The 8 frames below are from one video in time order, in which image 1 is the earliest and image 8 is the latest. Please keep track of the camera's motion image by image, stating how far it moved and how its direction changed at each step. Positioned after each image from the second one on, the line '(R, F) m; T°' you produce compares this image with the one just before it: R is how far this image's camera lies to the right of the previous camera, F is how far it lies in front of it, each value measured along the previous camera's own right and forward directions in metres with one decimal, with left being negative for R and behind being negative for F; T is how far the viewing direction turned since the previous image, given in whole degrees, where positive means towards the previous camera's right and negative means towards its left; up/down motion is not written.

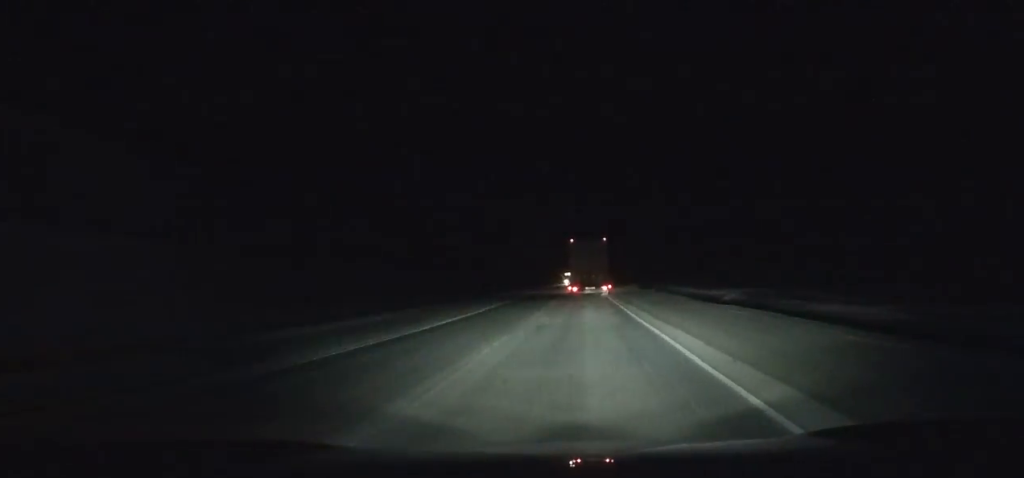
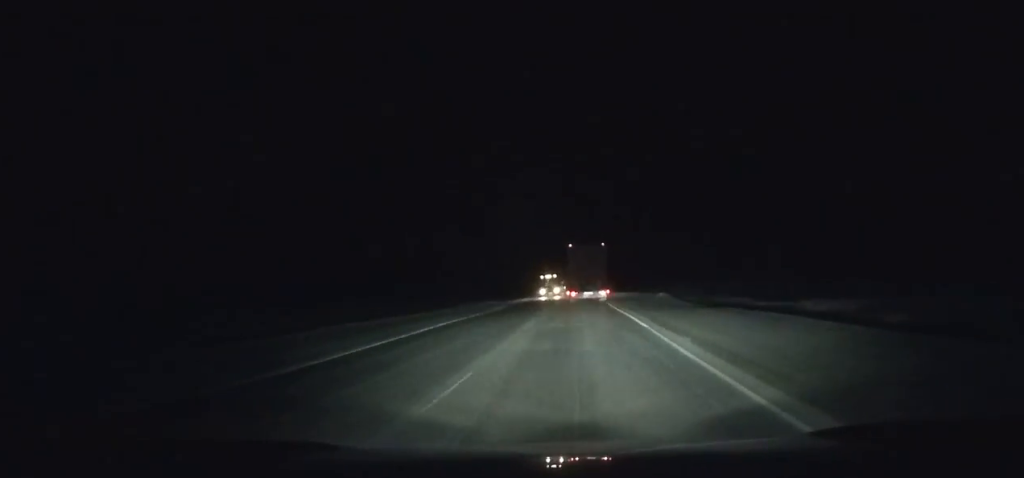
(-0.1, +40.2) m; 0°
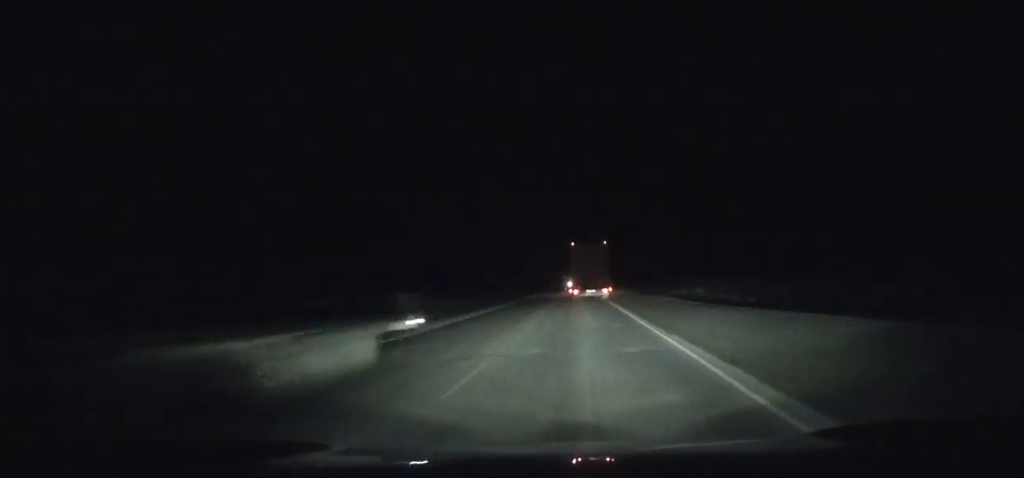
(0.0, +58.6) m; 0°
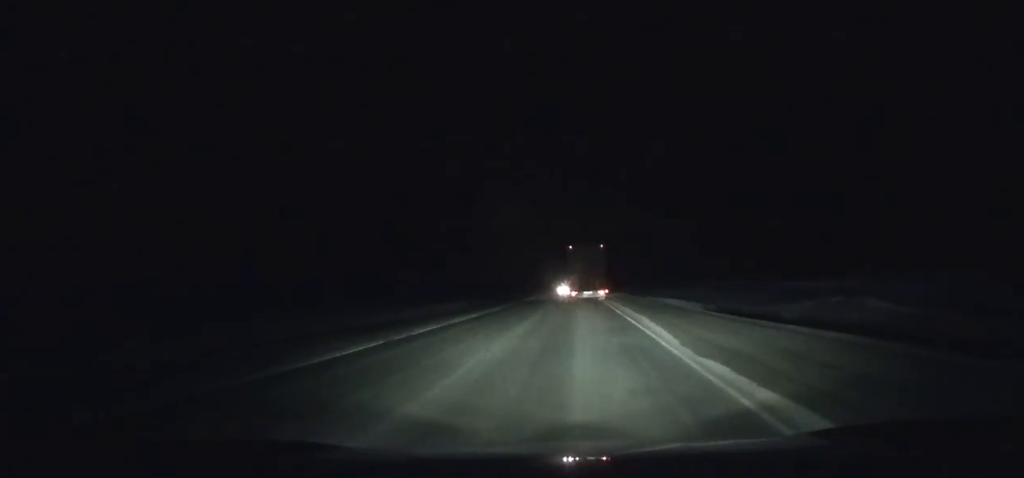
(+0.4, +61.7) m; +1°
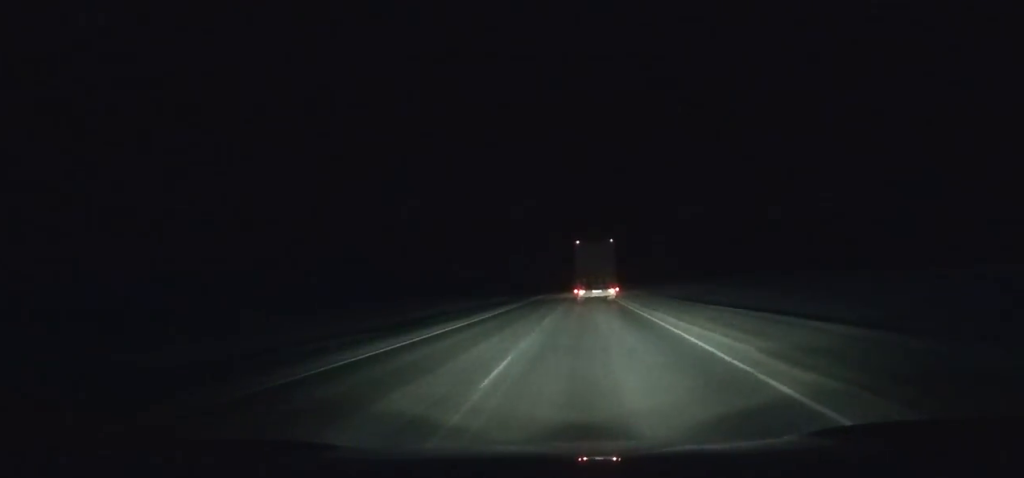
(+0.1, +95.9) m; -1°
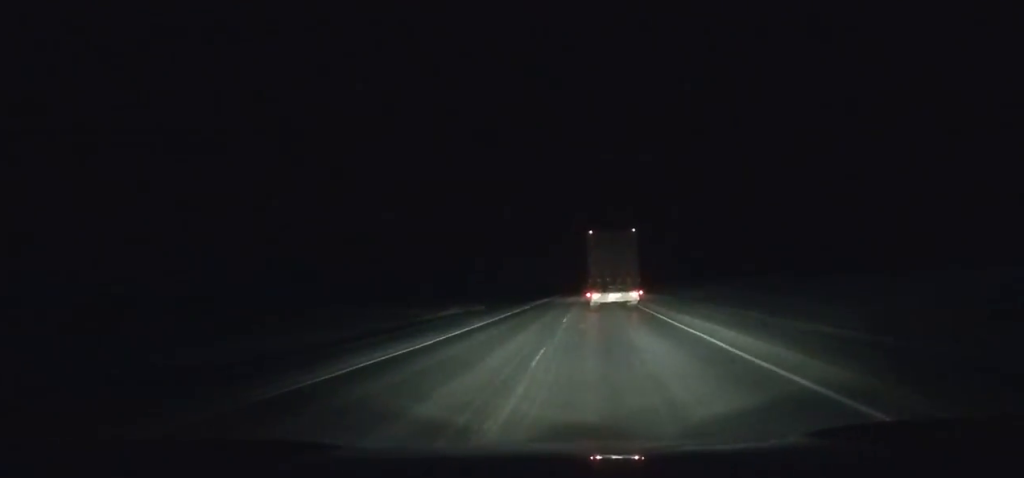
(-0.7, +57.1) m; -1°
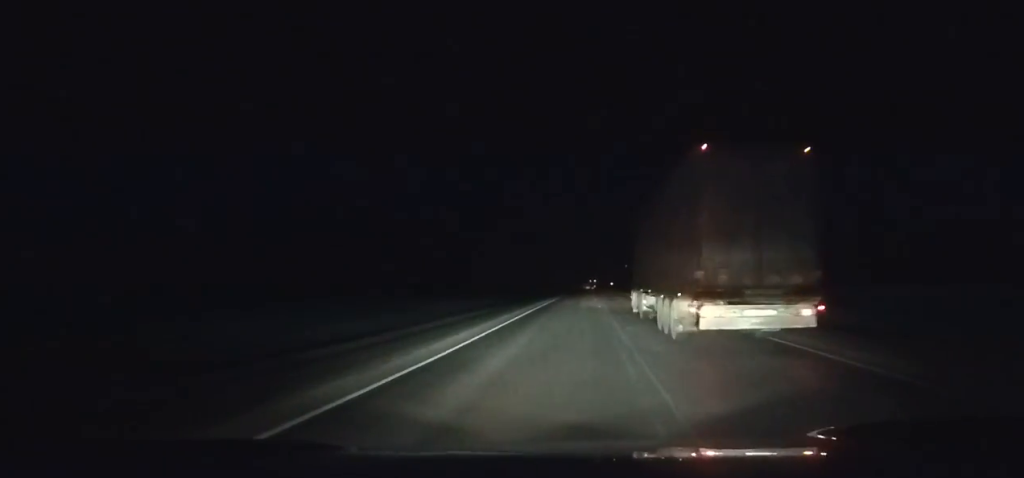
(0.0, +84.3) m; +1°
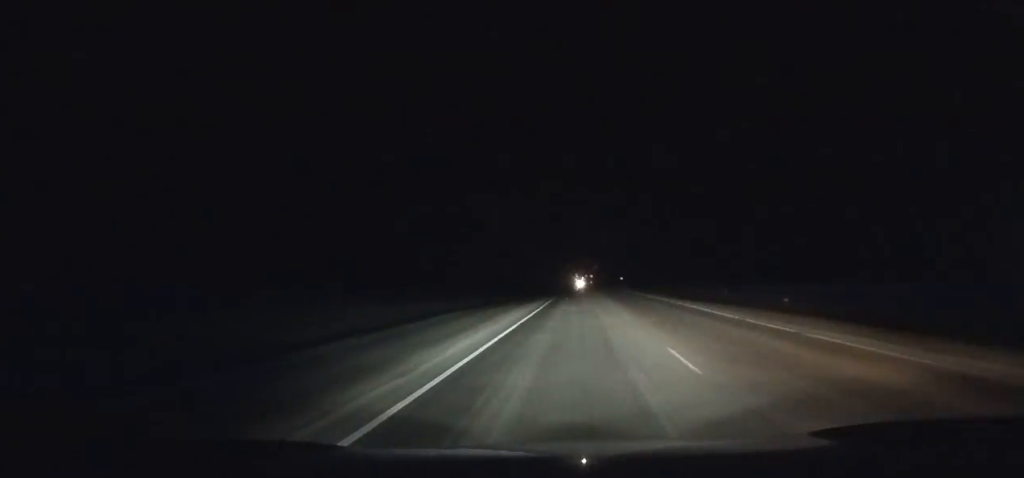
(+1.1, +79.8) m; +2°
